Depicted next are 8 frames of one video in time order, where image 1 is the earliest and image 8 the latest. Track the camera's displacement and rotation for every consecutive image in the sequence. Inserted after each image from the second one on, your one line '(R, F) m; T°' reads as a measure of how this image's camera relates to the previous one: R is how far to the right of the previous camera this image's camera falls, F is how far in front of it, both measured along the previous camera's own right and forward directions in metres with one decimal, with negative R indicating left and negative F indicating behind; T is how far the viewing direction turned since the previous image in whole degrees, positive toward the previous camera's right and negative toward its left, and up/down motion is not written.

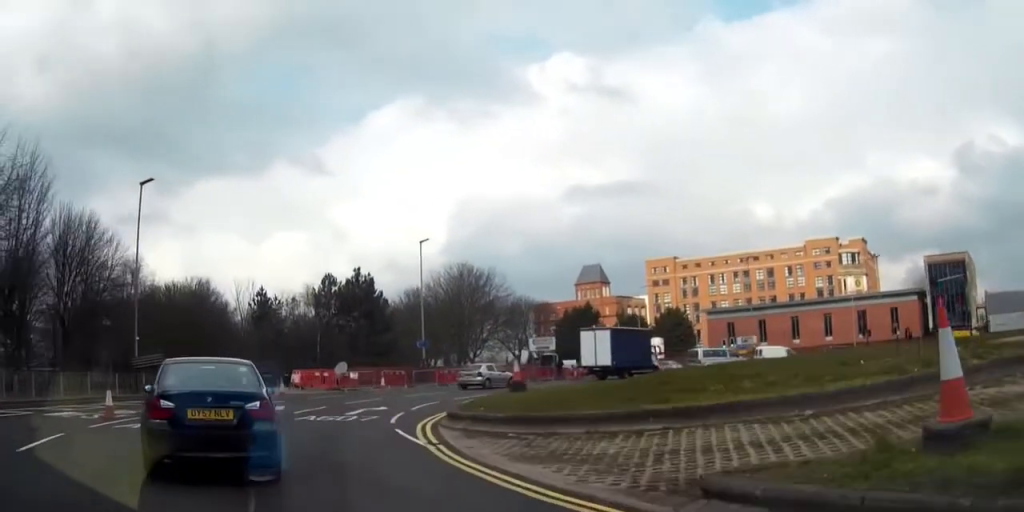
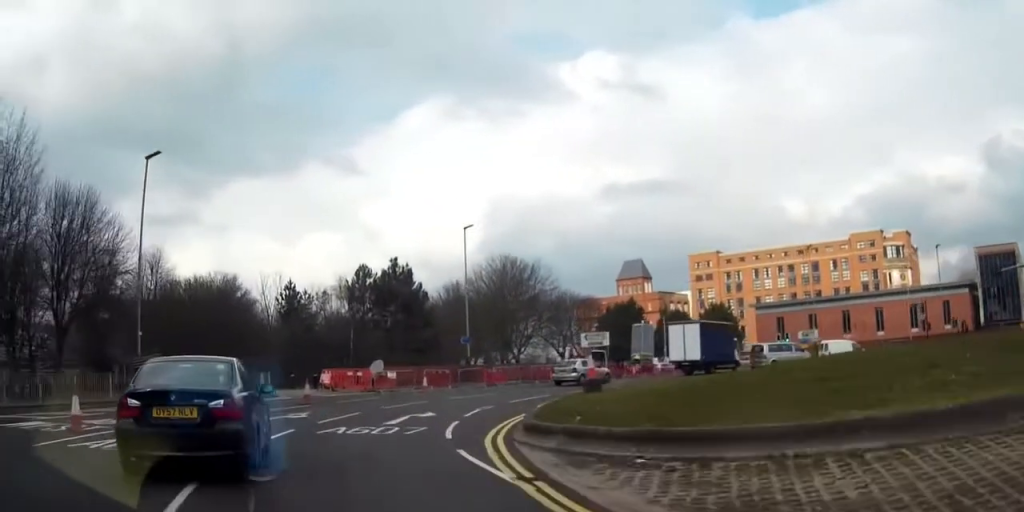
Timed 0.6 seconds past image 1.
(-0.1, +4.2) m; +3°
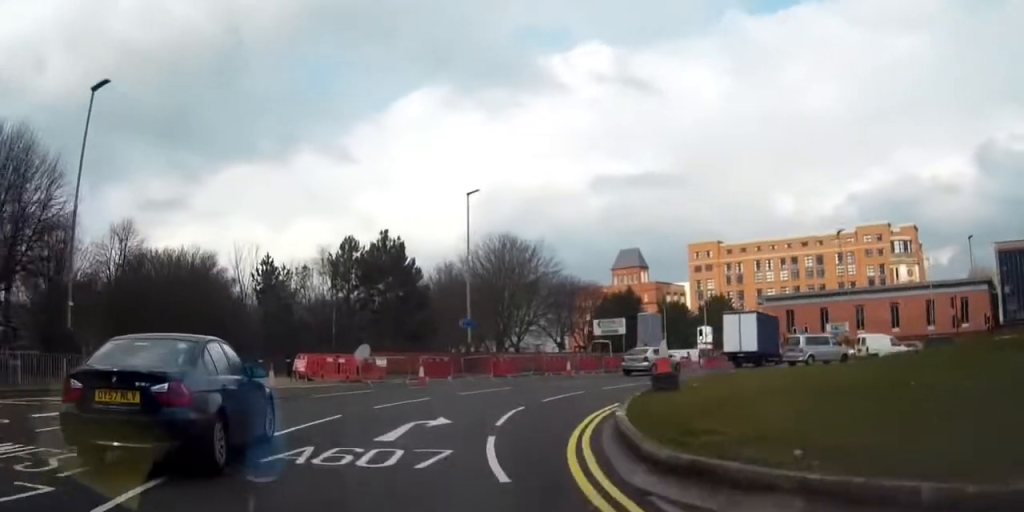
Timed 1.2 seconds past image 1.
(+0.4, +5.3) m; +3°
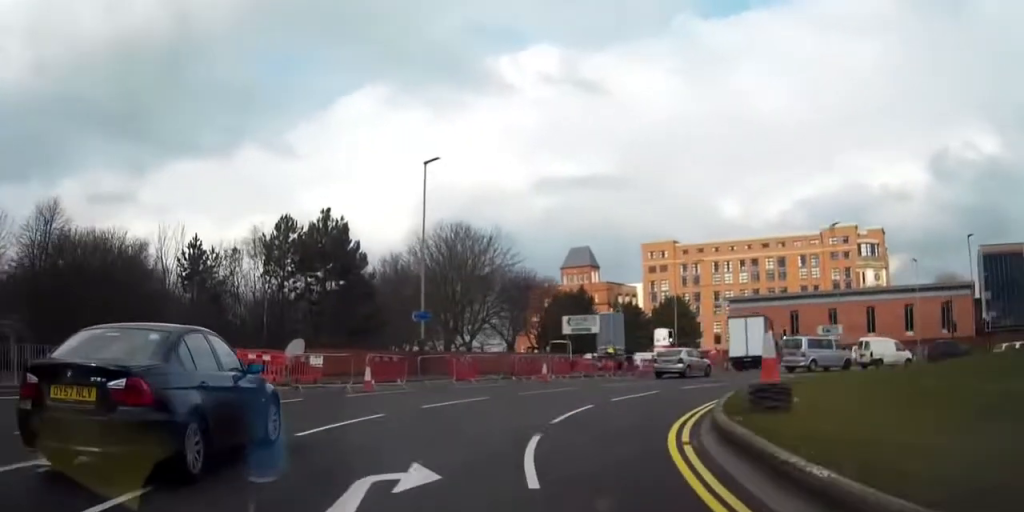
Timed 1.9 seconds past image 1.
(+0.2, +5.4) m; +5°
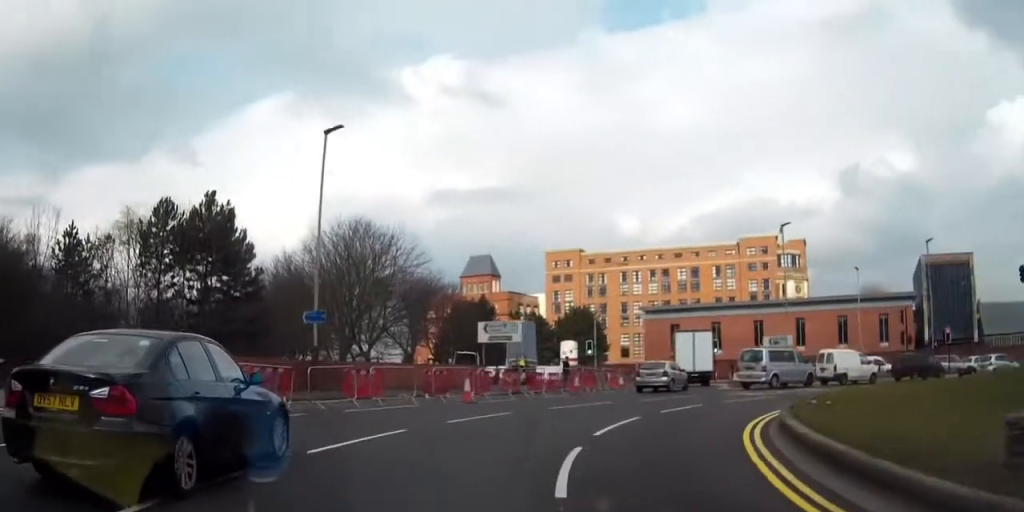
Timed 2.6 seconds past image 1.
(-0.3, +5.7) m; +7°
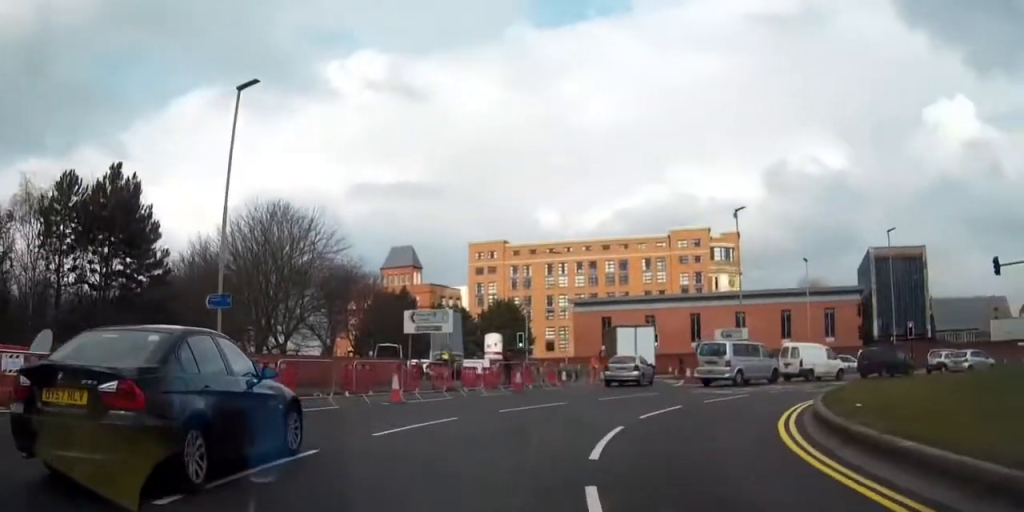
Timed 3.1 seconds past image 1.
(+0.6, +3.6) m; +8°
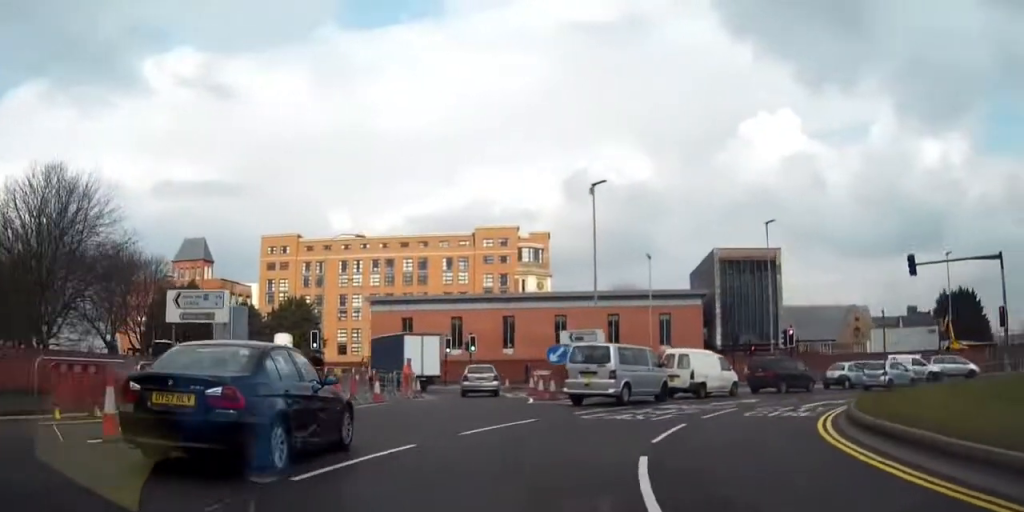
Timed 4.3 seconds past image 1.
(+1.6, +8.8) m; +20°
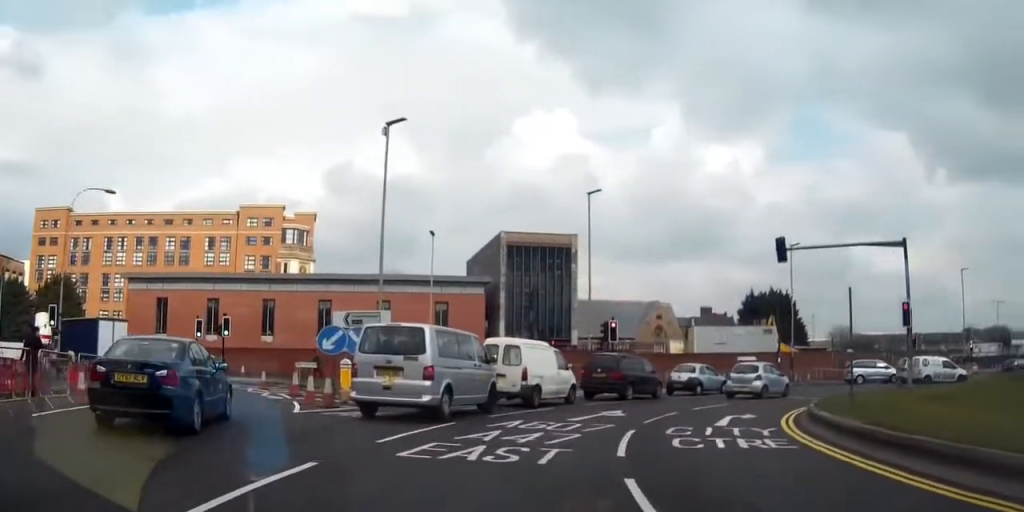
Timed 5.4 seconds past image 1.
(+1.3, +7.8) m; +18°
